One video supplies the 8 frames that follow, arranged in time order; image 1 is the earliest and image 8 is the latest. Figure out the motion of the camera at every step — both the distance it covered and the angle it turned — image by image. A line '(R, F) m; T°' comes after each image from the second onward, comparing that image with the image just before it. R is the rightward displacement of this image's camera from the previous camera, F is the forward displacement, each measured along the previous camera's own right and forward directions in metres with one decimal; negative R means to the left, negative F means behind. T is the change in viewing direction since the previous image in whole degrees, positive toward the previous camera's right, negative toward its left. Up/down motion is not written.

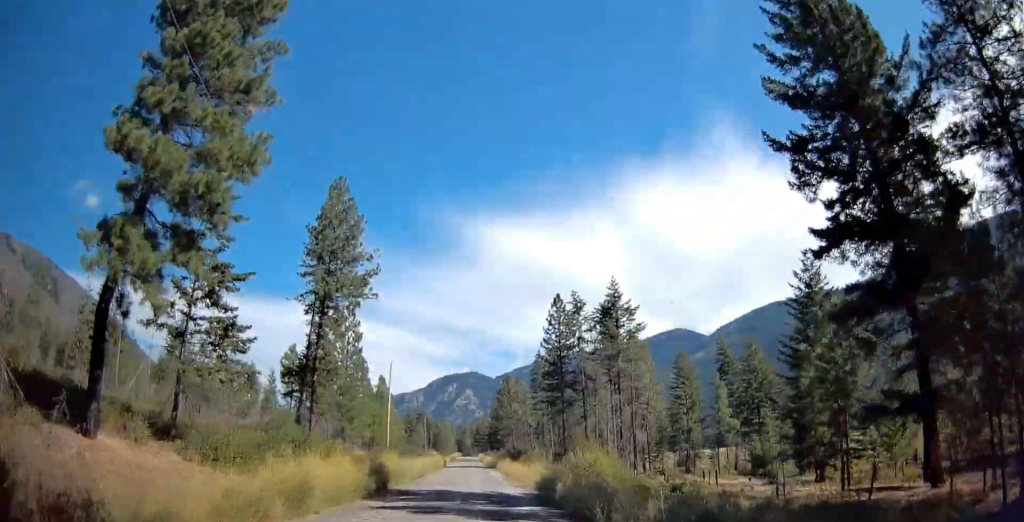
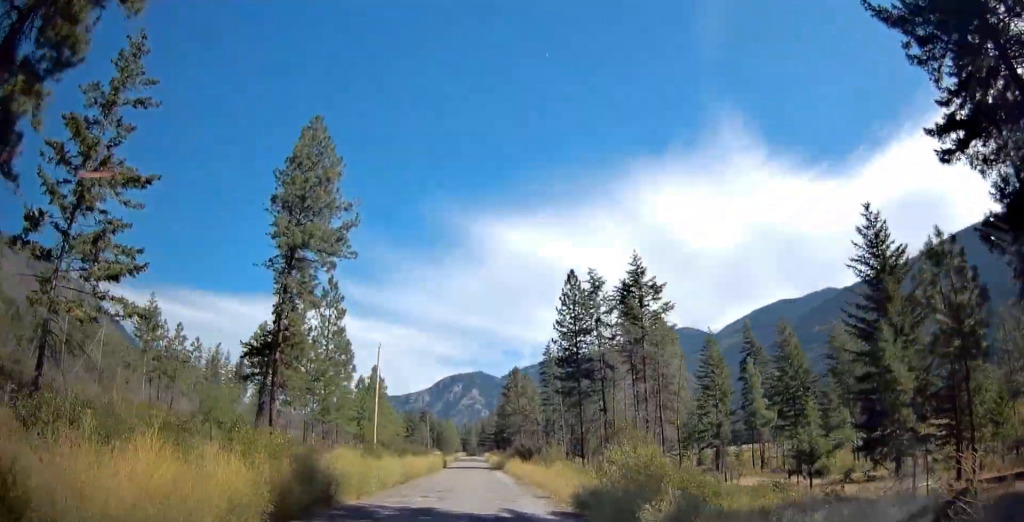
(+0.2, +9.8) m; 0°
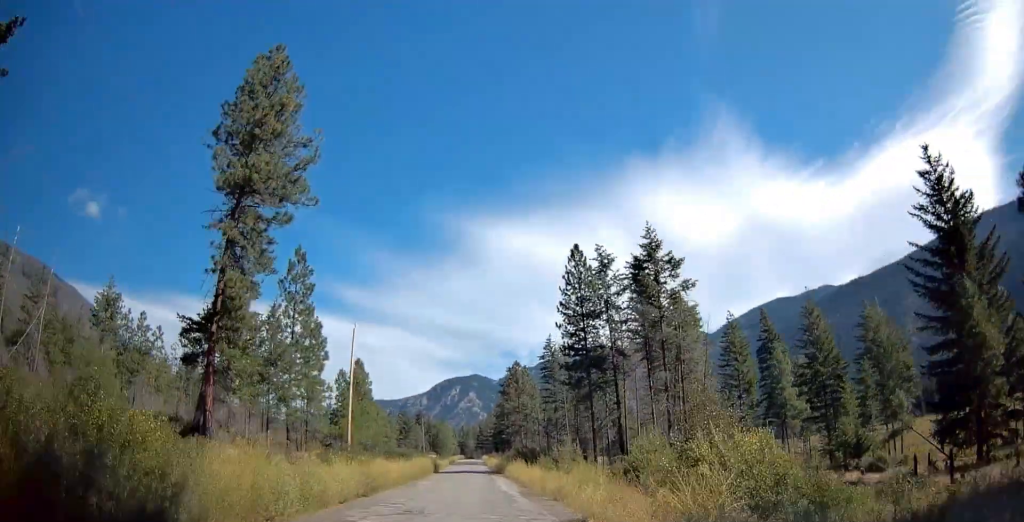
(-0.2, +8.7) m; -1°
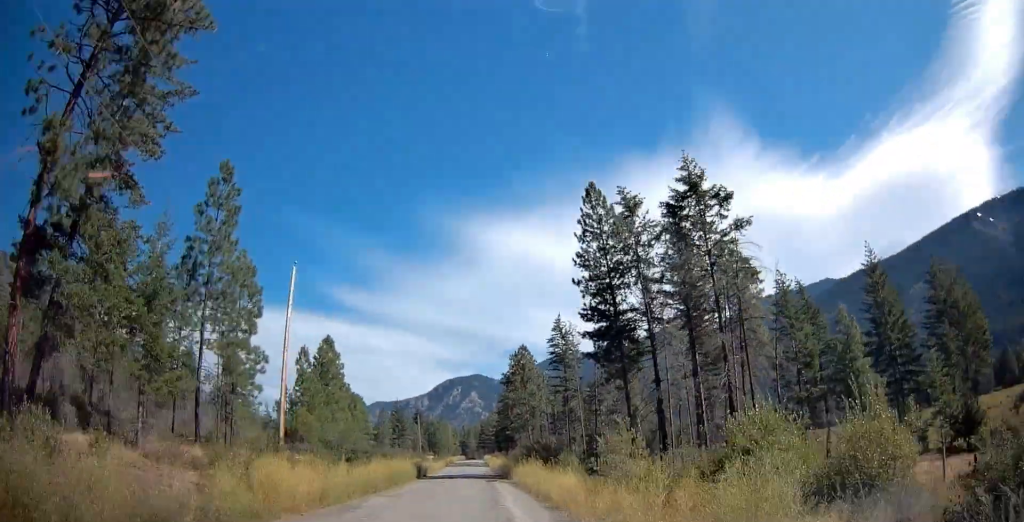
(-0.1, +14.4) m; -1°
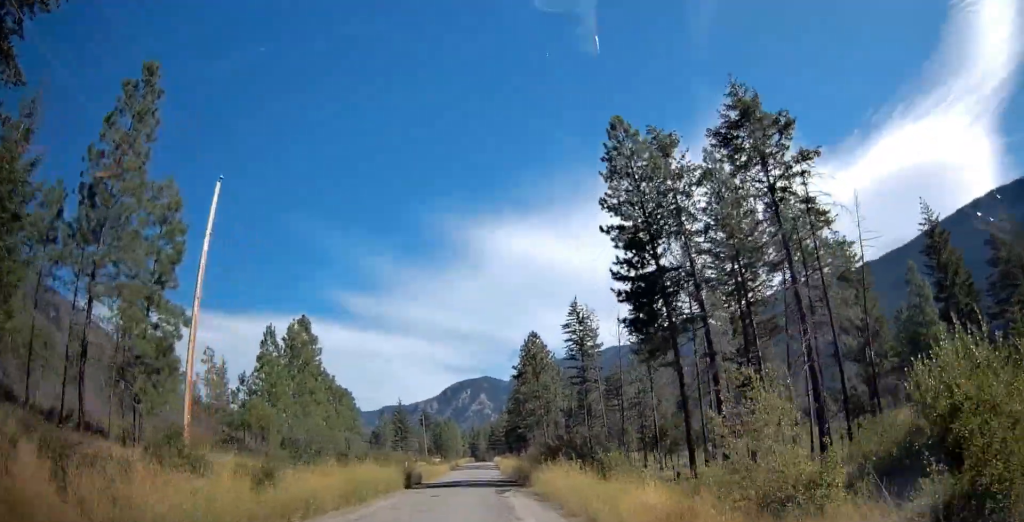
(0.0, +10.4) m; 0°
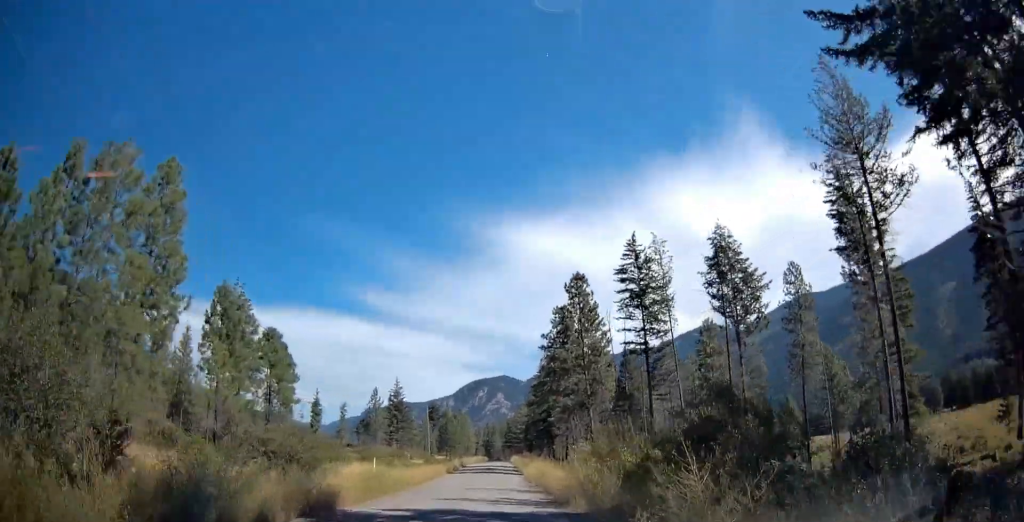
(-0.2, +26.5) m; -3°
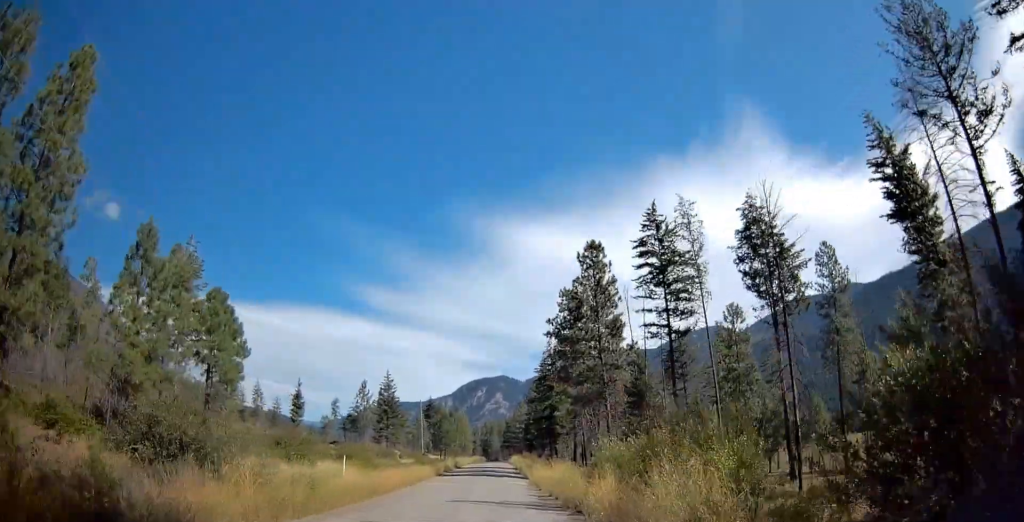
(-0.3, +8.7) m; -1°
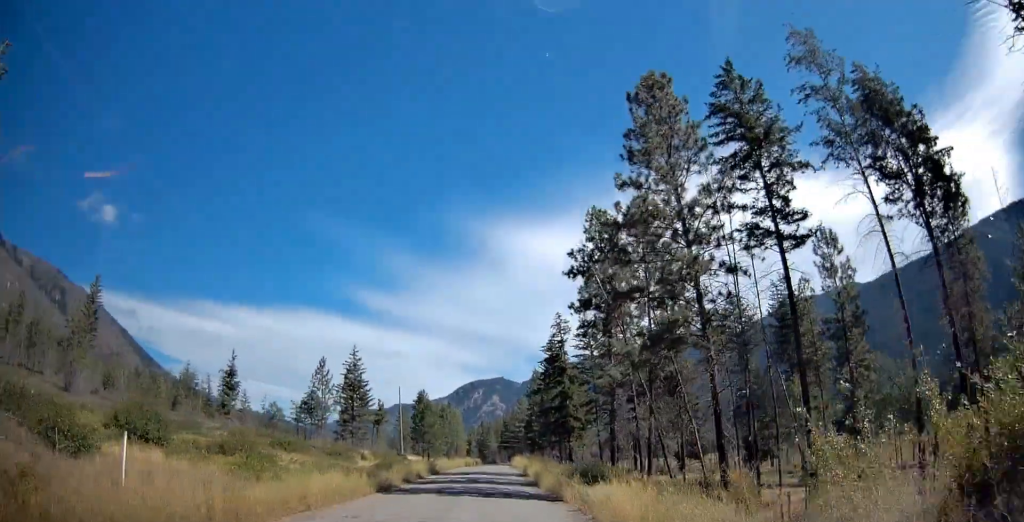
(+0.1, +22.7) m; +2°
